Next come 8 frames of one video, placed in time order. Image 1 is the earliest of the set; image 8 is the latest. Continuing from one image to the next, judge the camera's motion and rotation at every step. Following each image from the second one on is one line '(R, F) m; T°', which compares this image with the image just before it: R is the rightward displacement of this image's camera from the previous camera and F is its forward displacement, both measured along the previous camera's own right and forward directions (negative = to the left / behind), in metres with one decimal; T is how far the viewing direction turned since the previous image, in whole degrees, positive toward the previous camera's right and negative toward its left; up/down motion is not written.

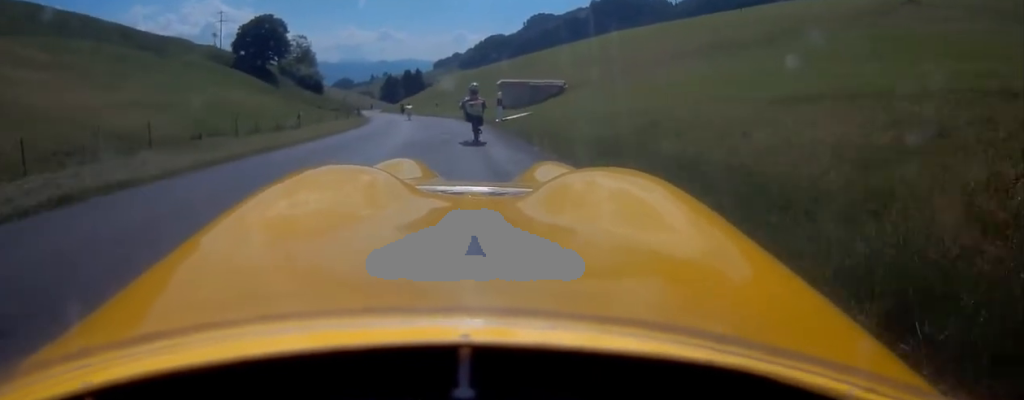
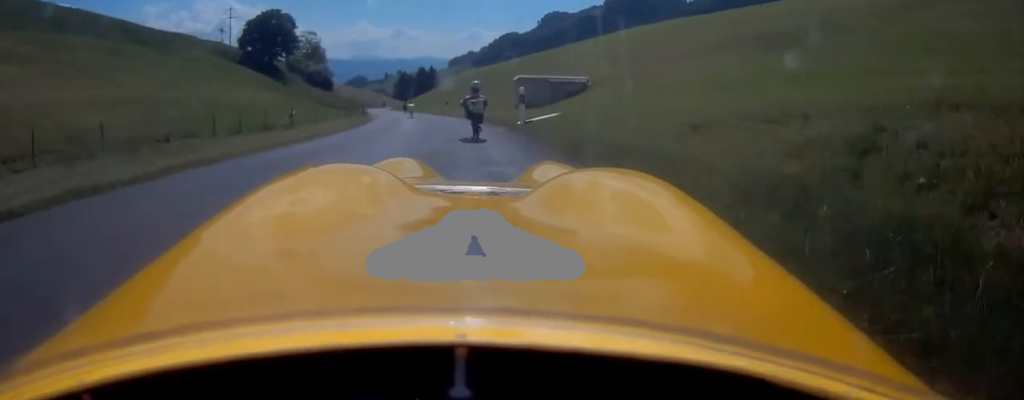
(0.0, +4.6) m; 0°
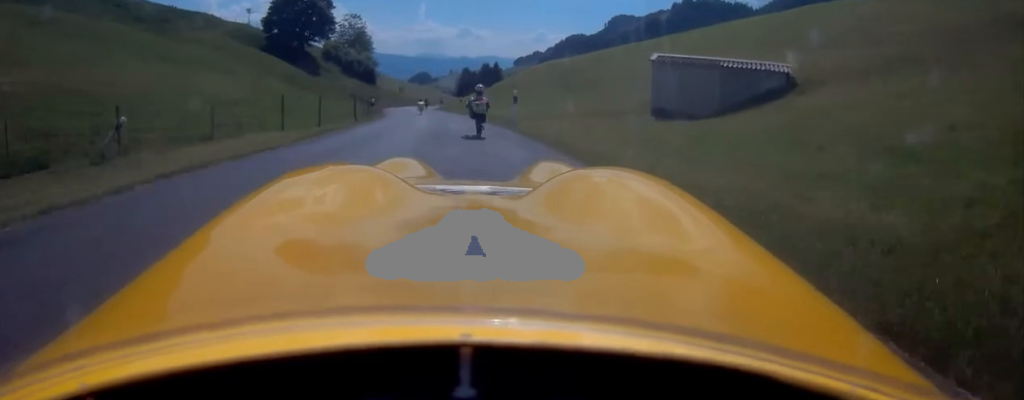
(-0.4, +22.6) m; -4°
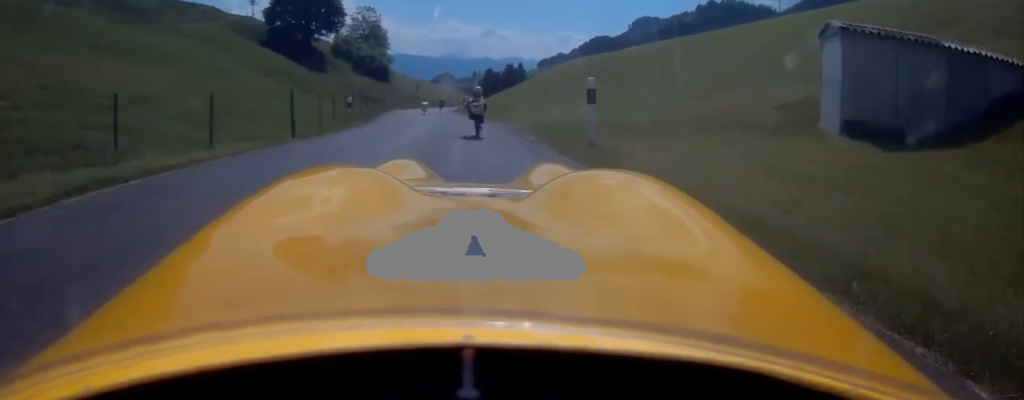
(-0.4, +10.8) m; -3°
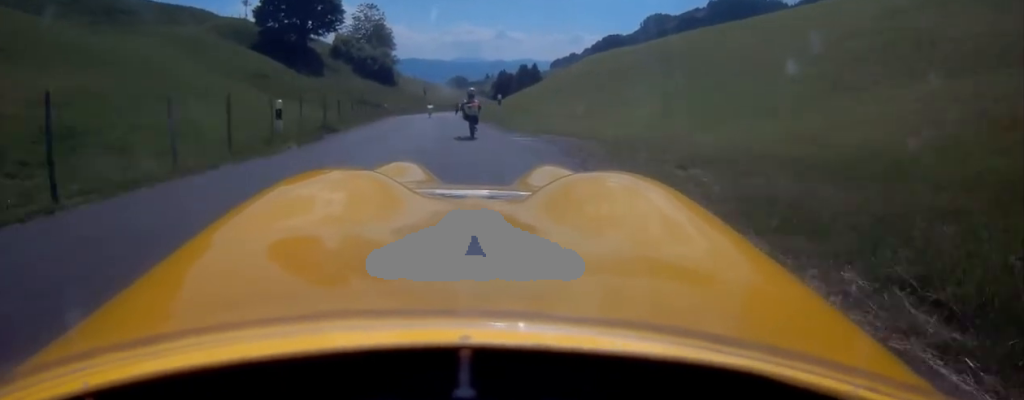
(-0.2, +9.2) m; -1°
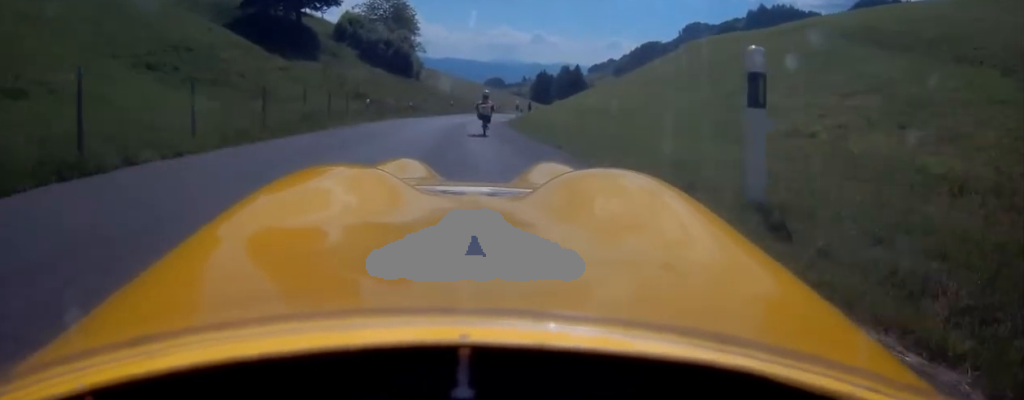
(+0.1, +21.6) m; -1°
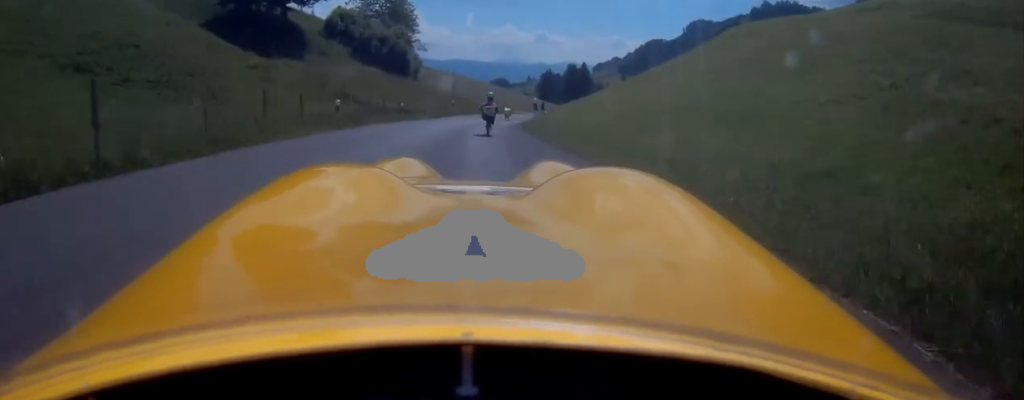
(-0.2, +7.1) m; -3°
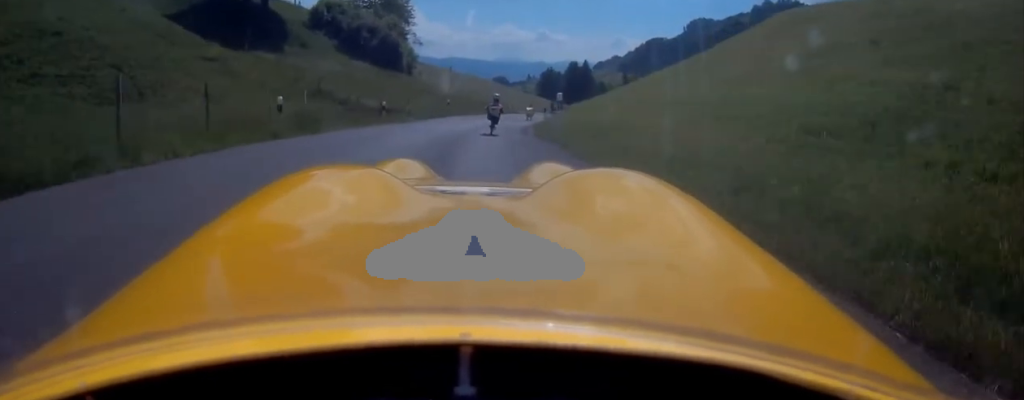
(-0.1, +6.8) m; -2°
